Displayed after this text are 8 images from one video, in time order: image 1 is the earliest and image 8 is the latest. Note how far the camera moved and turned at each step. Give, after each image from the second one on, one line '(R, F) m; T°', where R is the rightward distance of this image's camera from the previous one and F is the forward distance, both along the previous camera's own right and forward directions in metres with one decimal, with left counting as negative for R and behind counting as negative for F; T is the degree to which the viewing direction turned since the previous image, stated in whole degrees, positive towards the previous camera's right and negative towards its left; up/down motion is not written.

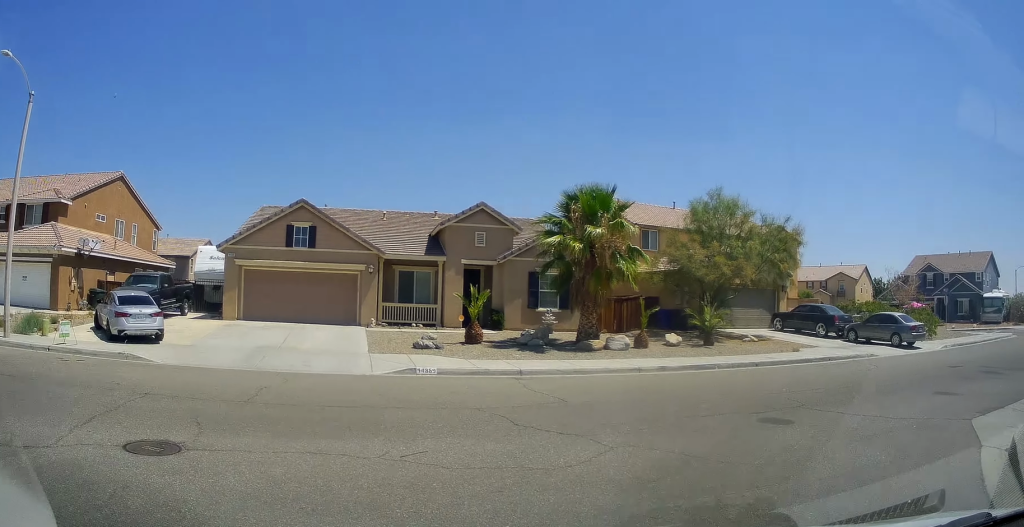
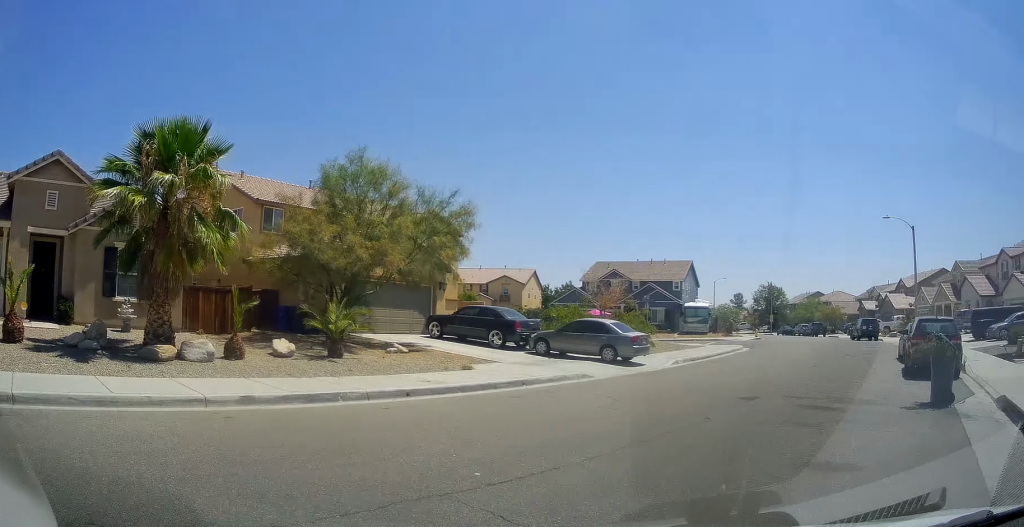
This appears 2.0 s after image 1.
(+1.4, +6.1) m; +26°
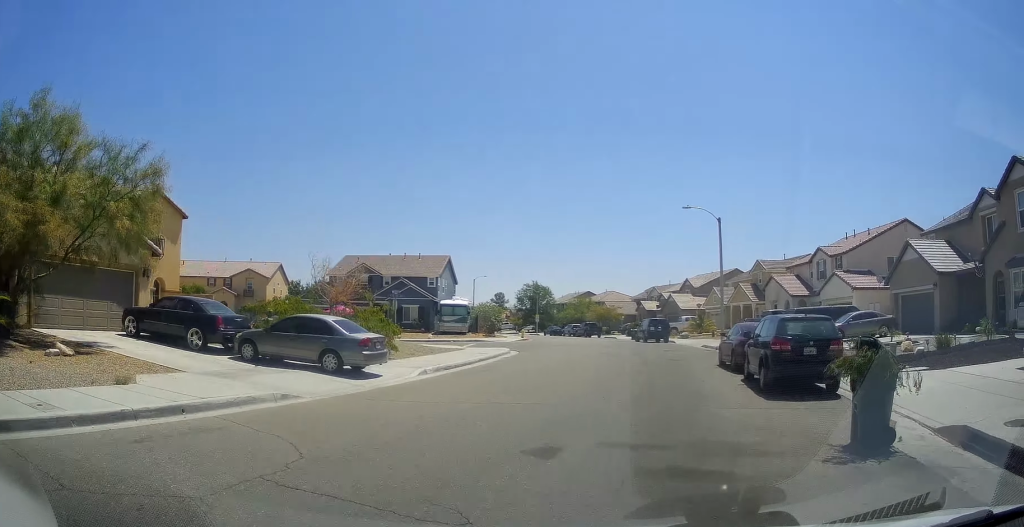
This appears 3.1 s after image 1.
(+0.3, +4.5) m; +16°
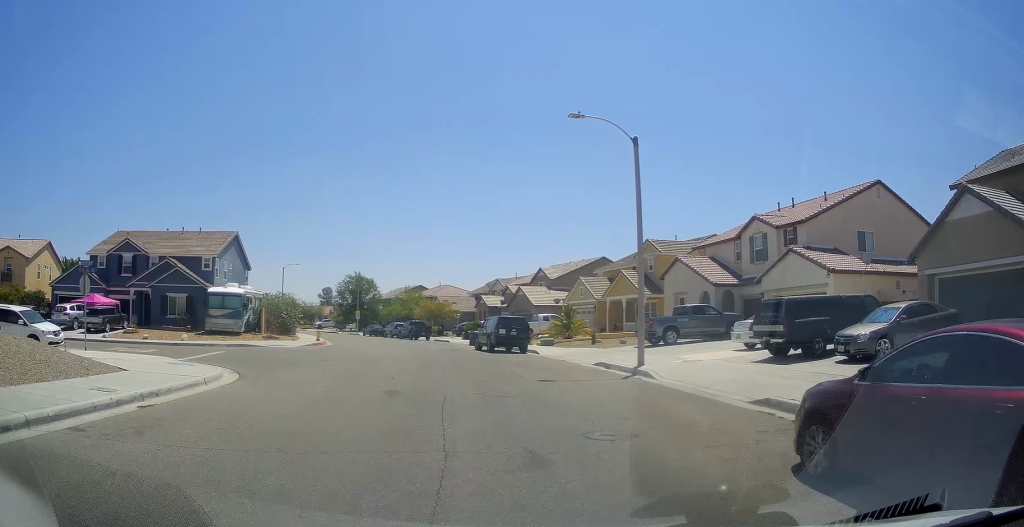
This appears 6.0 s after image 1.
(+3.8, +14.9) m; +16°
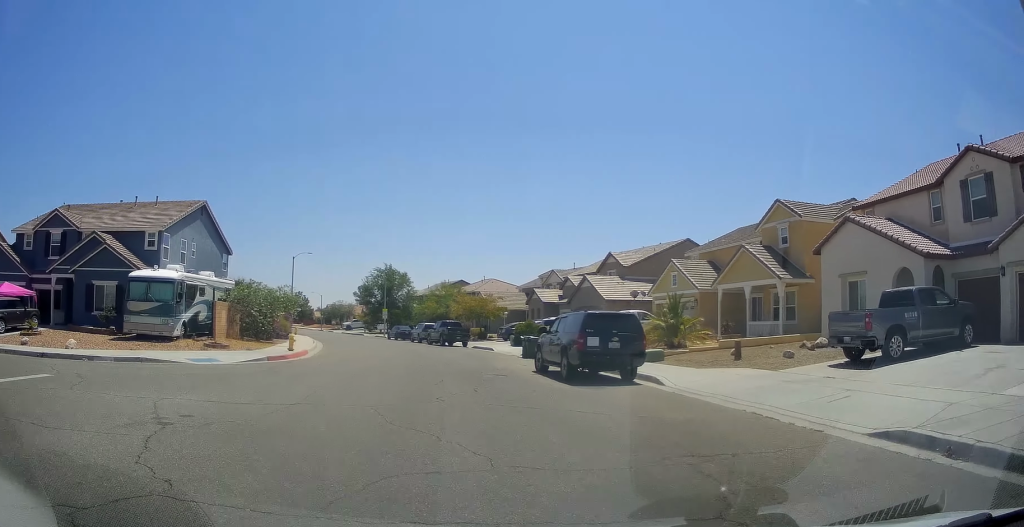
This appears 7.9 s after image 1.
(-0.1, +14.2) m; -3°
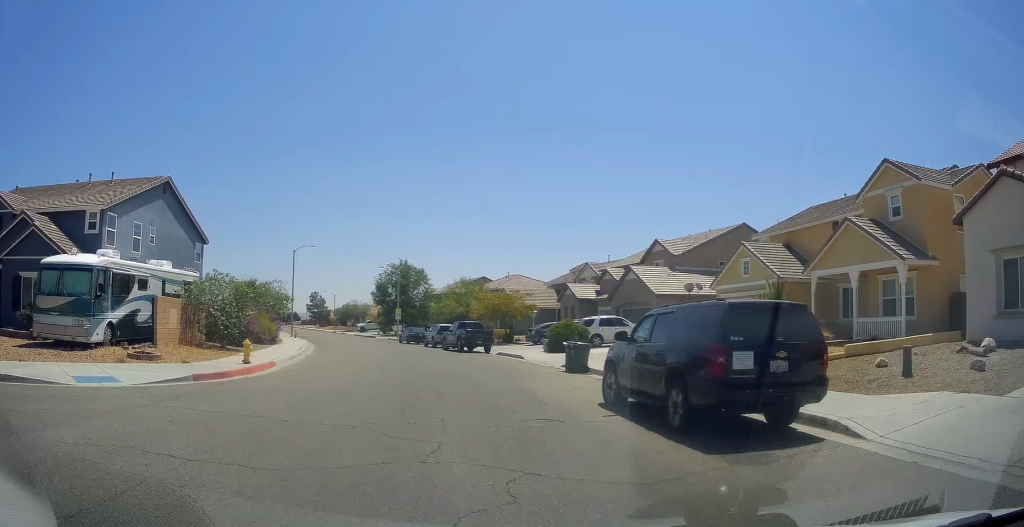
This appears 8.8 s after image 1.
(-0.1, +7.4) m; -2°
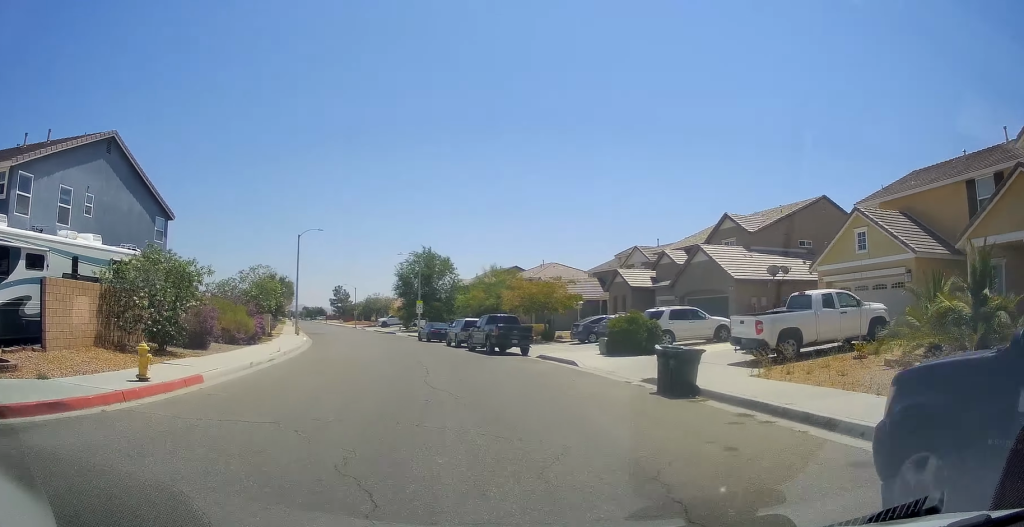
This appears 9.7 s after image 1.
(-0.1, +8.1) m; -3°
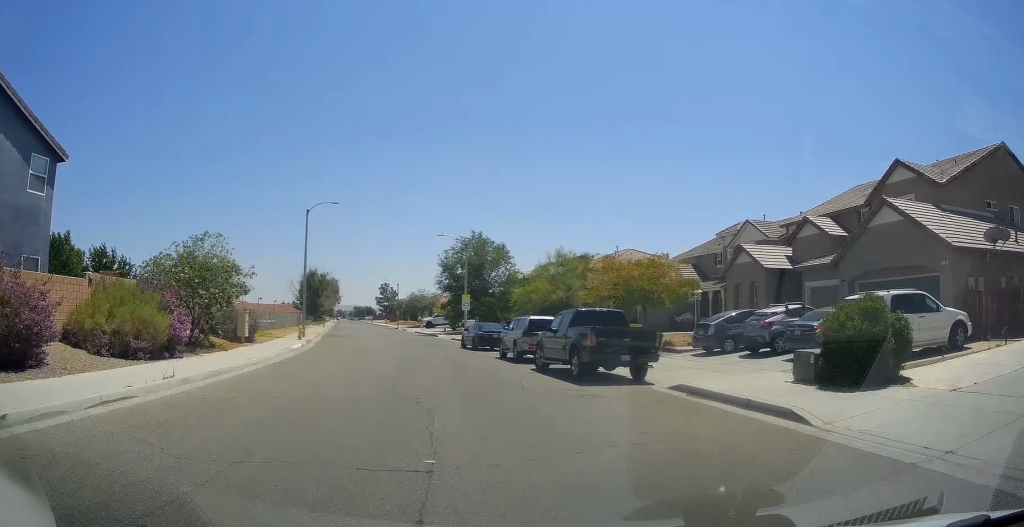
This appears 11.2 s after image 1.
(-0.5, +13.8) m; -4°
